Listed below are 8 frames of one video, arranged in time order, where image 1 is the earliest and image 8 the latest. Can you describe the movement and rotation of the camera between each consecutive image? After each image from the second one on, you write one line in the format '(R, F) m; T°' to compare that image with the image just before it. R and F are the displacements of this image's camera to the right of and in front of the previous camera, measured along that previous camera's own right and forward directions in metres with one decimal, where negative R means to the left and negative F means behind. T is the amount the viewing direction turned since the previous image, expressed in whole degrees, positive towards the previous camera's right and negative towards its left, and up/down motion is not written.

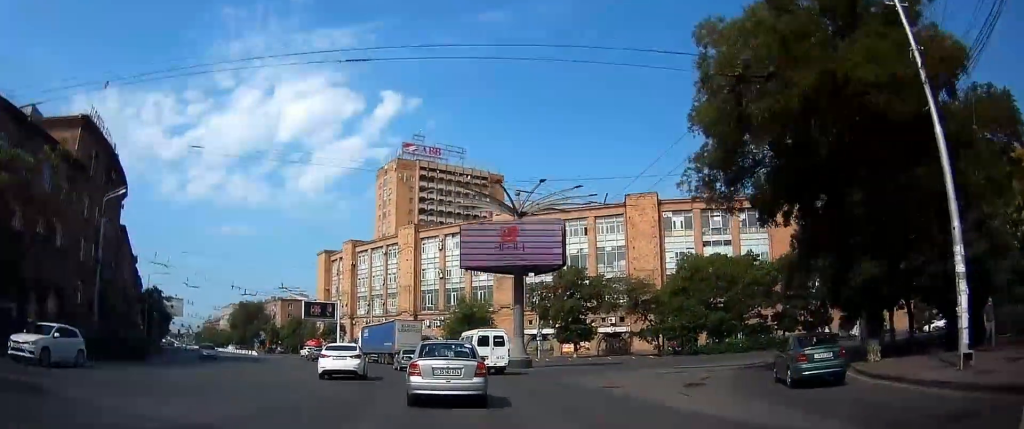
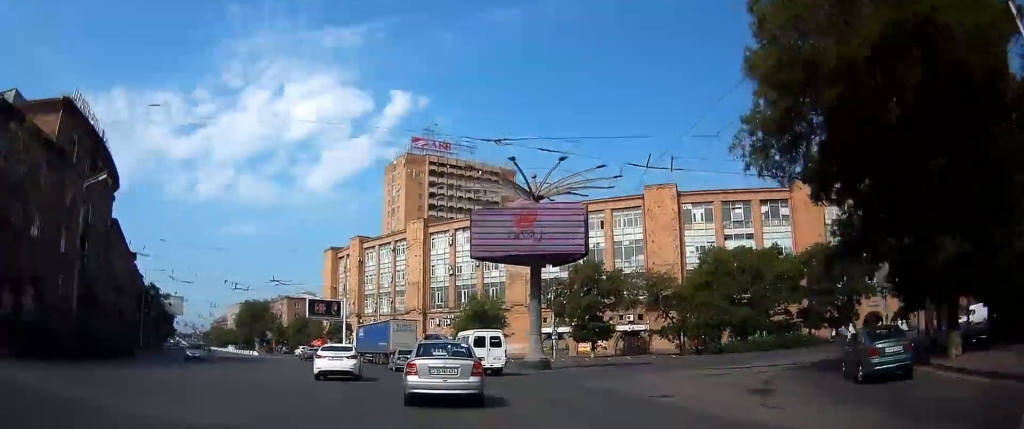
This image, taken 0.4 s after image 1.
(0.0, +3.9) m; +1°
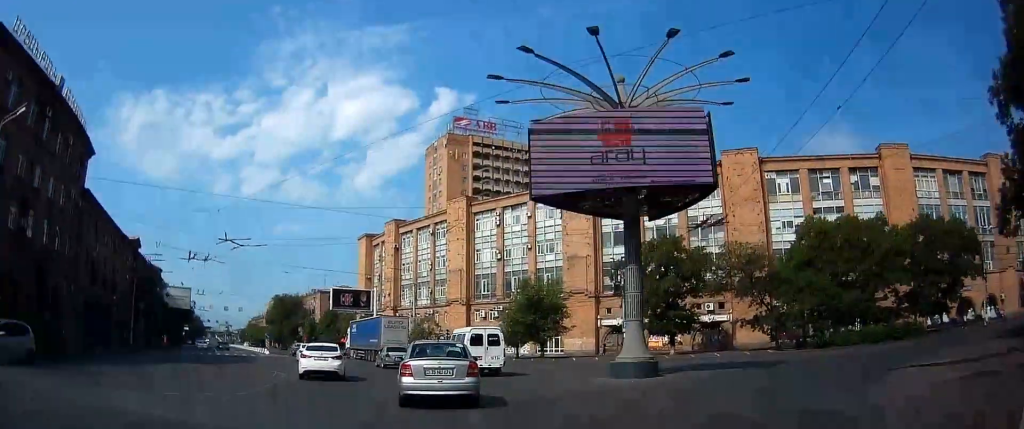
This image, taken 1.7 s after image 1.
(-0.4, +13.2) m; -8°
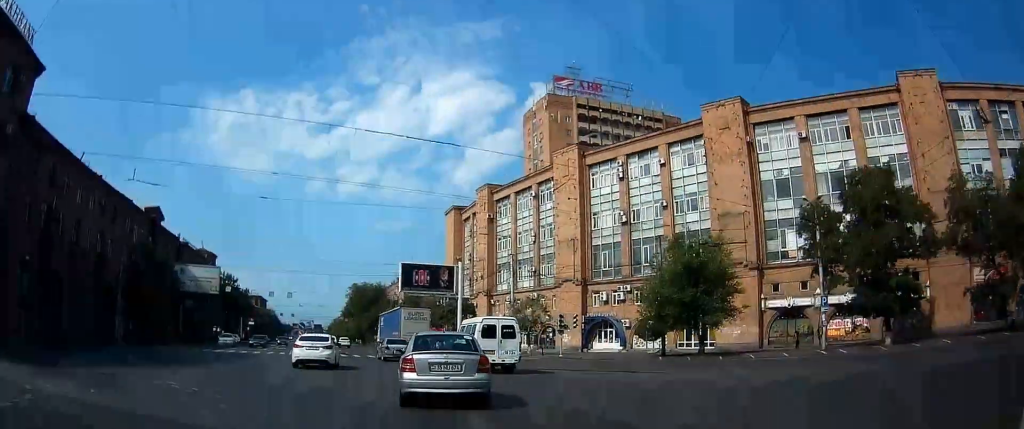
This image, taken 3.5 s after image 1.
(-2.5, +20.9) m; -9°
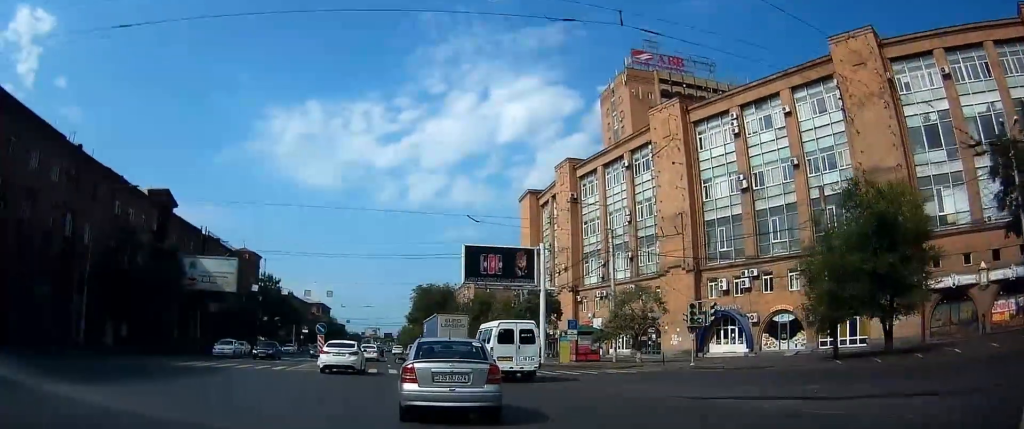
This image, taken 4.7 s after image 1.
(-0.4, +14.5) m; -5°
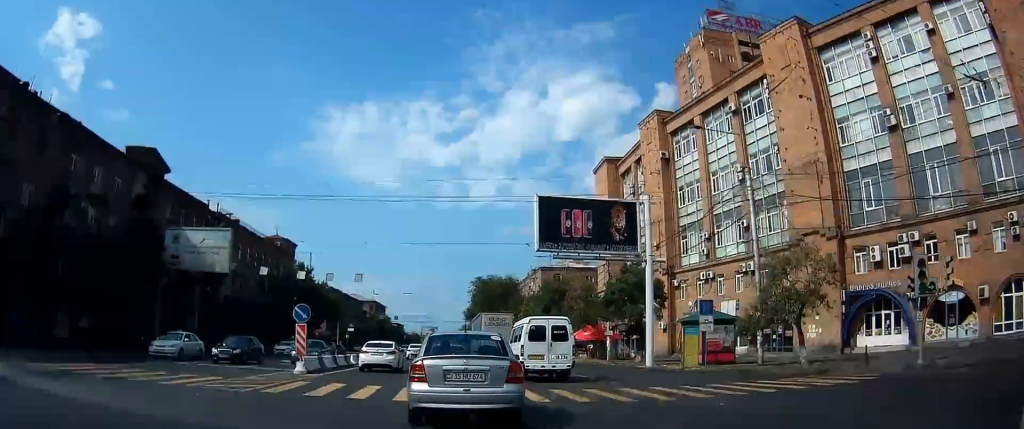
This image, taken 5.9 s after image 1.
(-0.9, +14.6) m; -6°
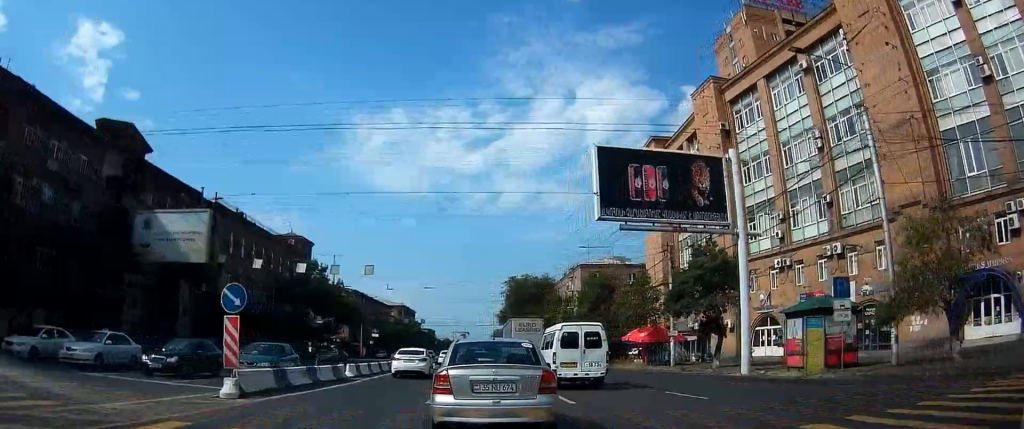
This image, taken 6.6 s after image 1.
(-0.2, +8.5) m; -3°
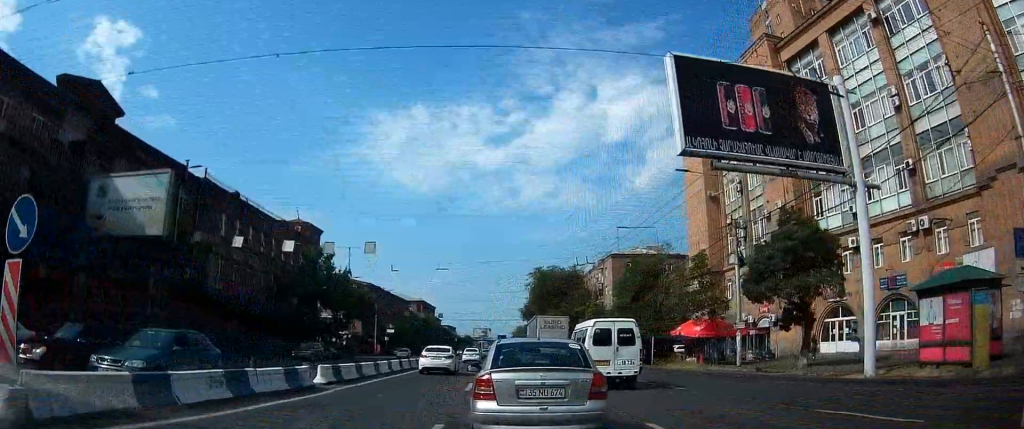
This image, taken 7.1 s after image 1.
(-0.1, +7.4) m; -2°
